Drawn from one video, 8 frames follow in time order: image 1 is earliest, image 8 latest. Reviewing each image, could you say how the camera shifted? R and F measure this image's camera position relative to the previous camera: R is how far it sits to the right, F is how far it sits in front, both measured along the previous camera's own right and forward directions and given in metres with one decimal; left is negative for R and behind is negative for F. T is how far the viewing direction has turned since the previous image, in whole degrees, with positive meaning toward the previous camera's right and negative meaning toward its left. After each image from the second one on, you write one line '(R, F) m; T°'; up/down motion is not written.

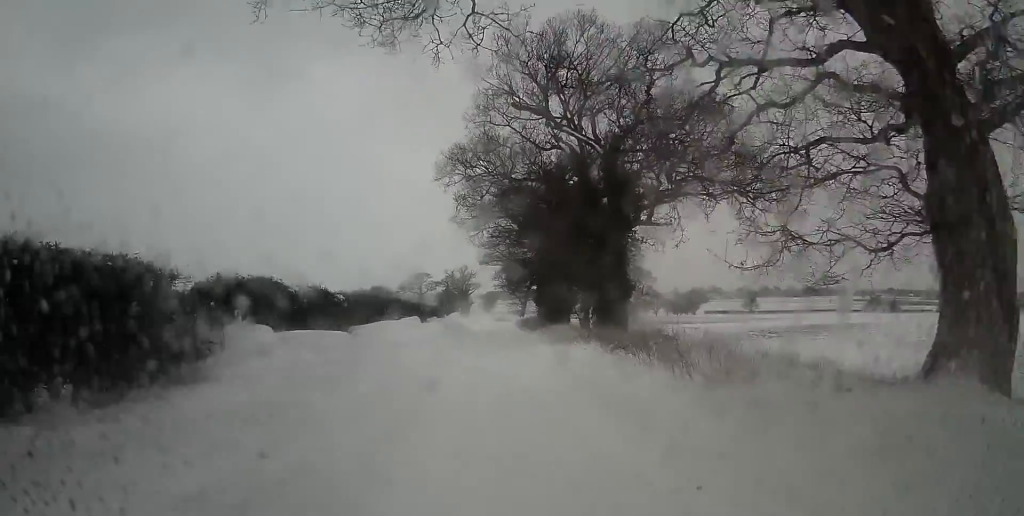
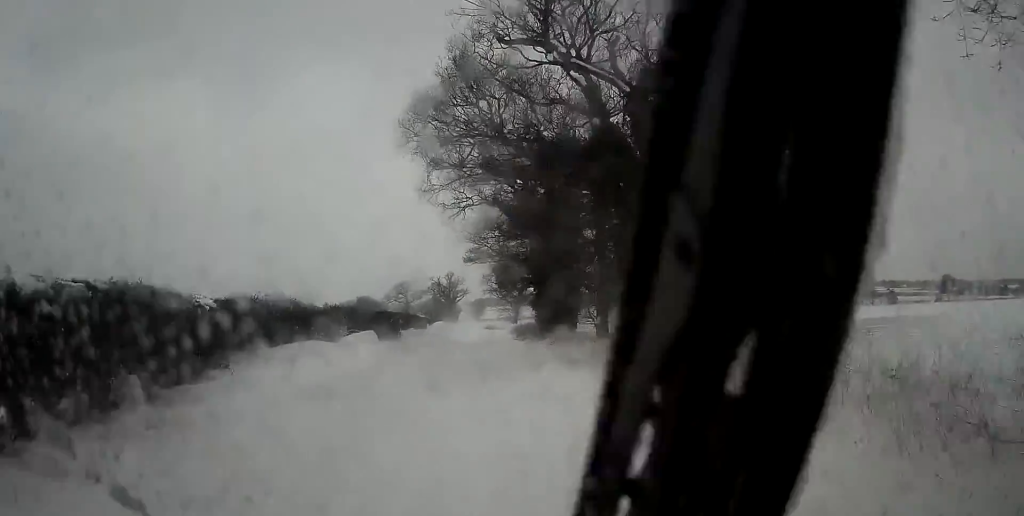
(+0.1, +9.7) m; 0°
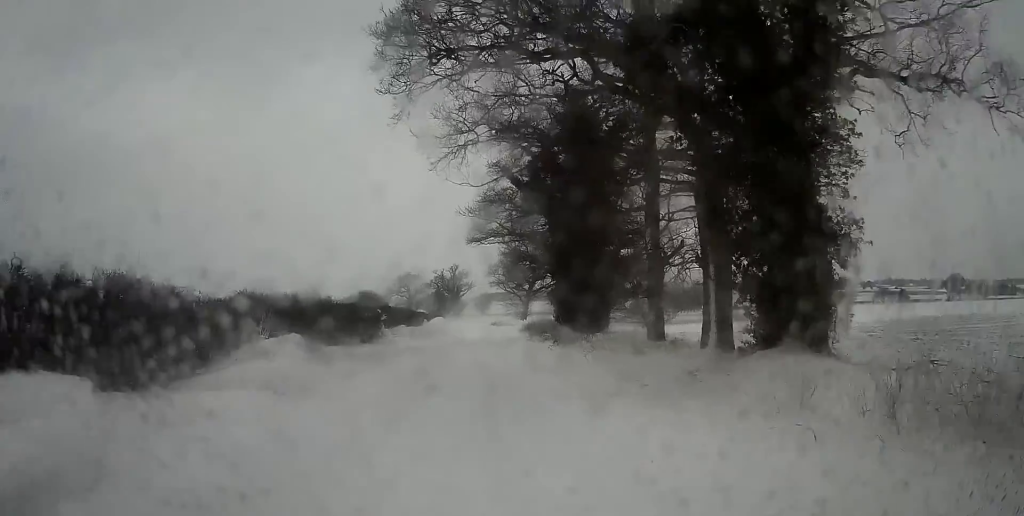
(-0.2, +9.0) m; -1°
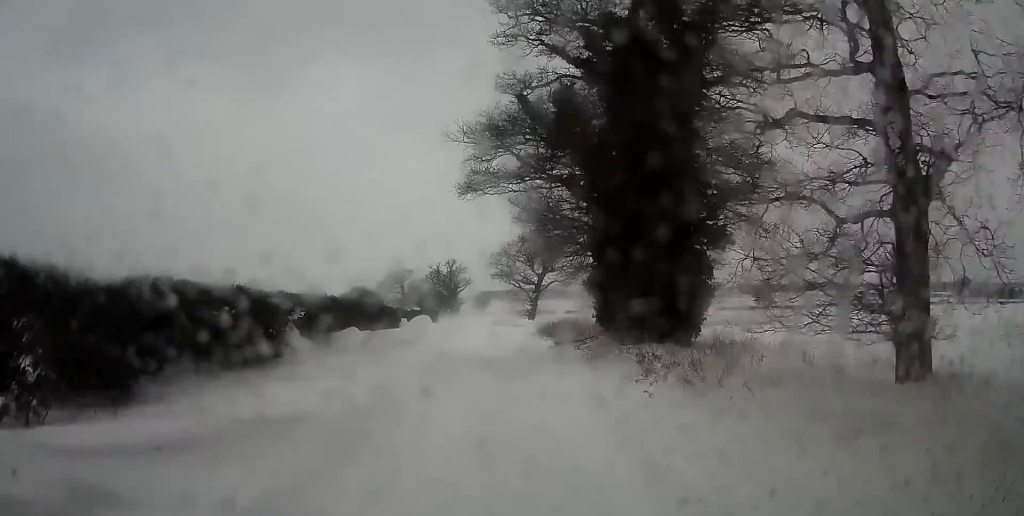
(+0.1, +14.7) m; +1°
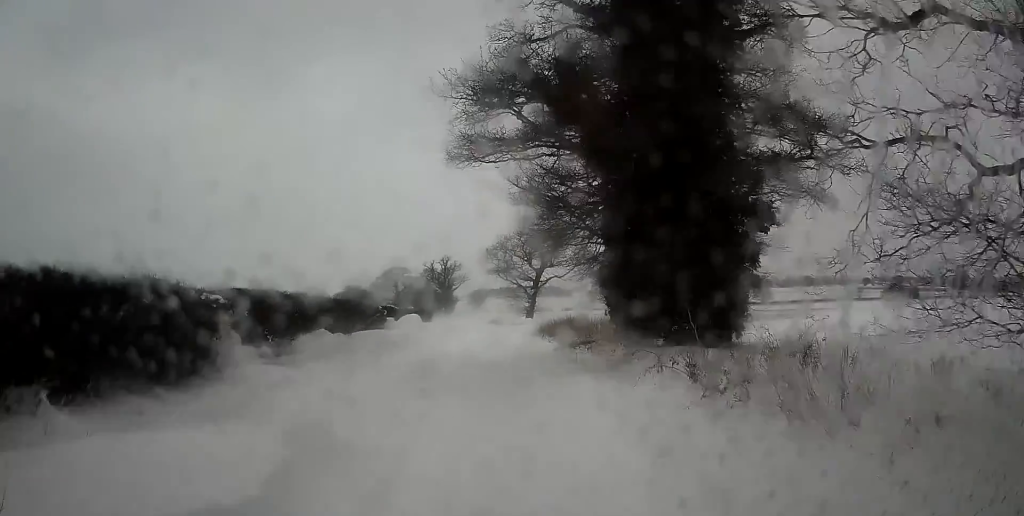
(0.0, +3.8) m; -1°
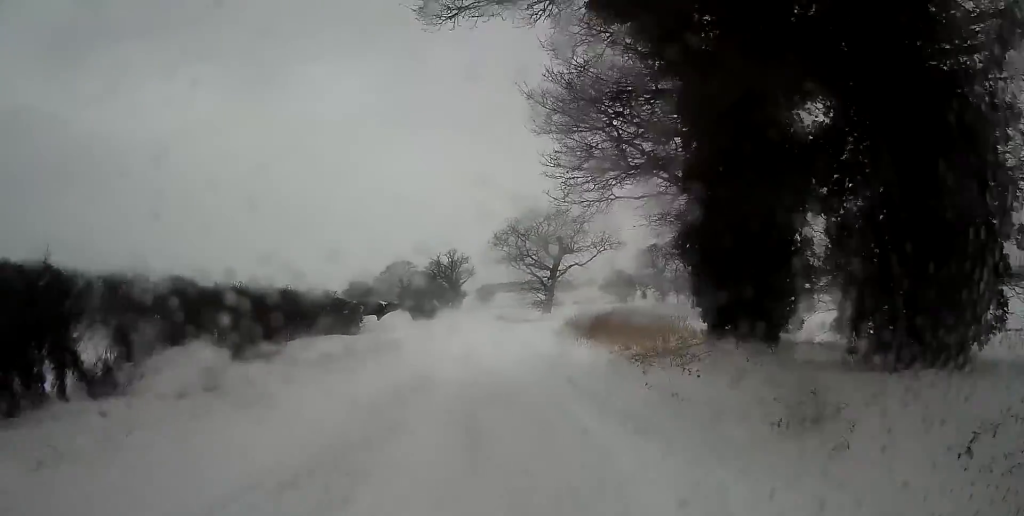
(-0.1, +9.0) m; -1°
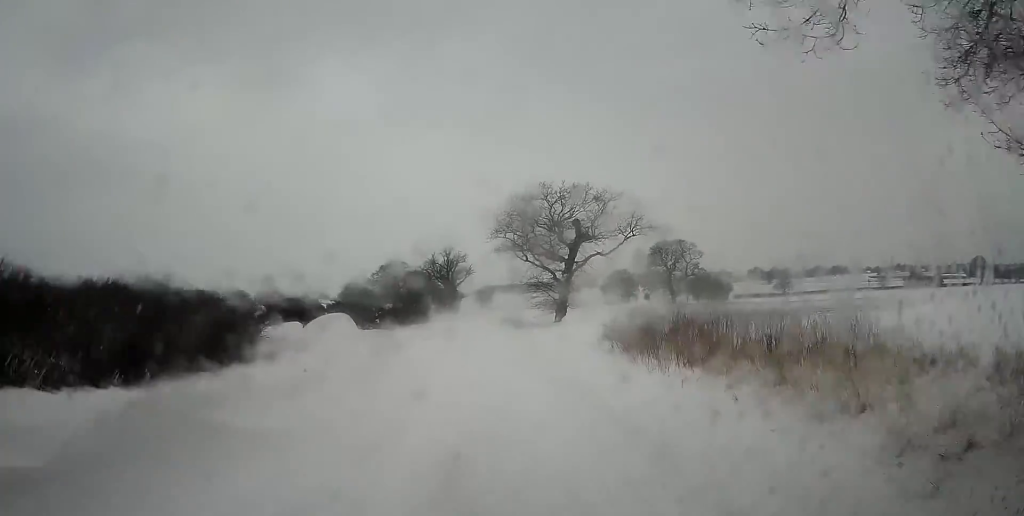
(0.0, +11.8) m; 0°
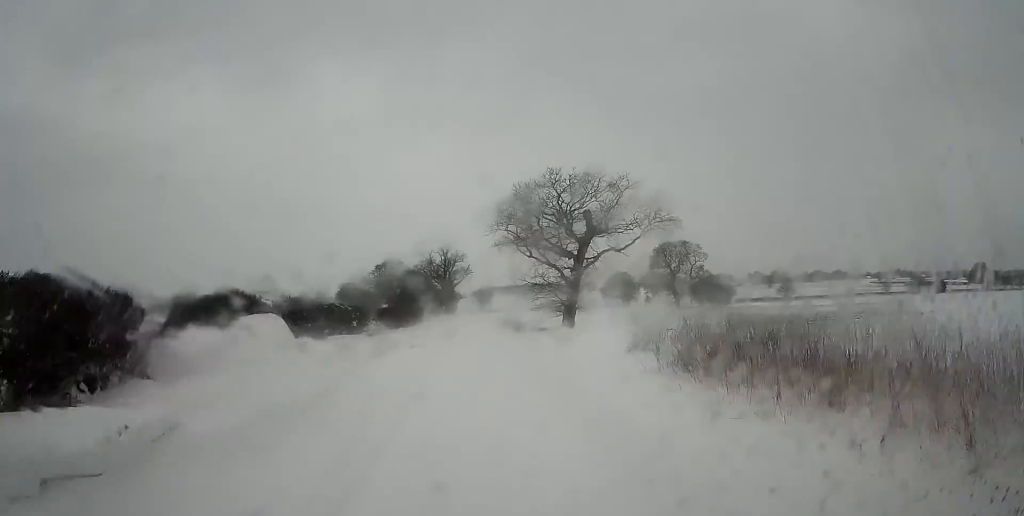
(0.0, +5.5) m; 0°
